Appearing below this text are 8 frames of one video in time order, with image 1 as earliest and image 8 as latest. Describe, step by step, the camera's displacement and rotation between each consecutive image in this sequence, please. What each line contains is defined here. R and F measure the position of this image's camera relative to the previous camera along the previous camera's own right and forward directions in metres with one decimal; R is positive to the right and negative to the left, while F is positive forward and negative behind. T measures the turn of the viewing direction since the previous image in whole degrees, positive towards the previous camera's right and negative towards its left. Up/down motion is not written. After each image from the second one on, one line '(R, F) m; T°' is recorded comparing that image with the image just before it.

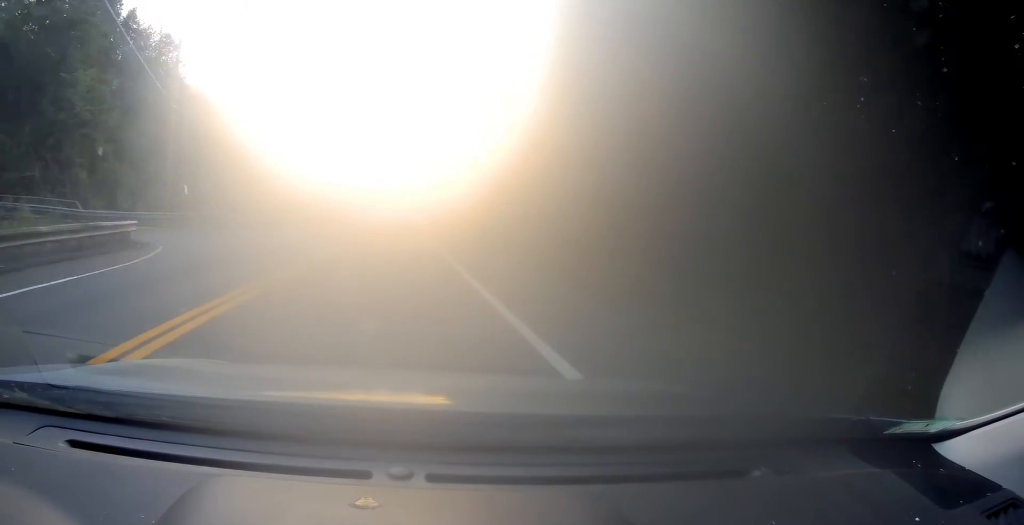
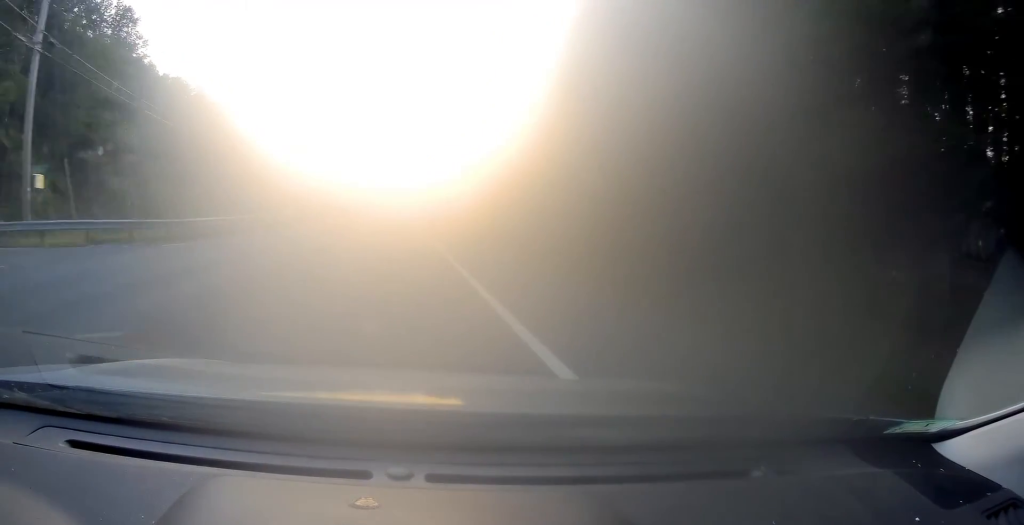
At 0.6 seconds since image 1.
(-0.1, +15.5) m; 0°
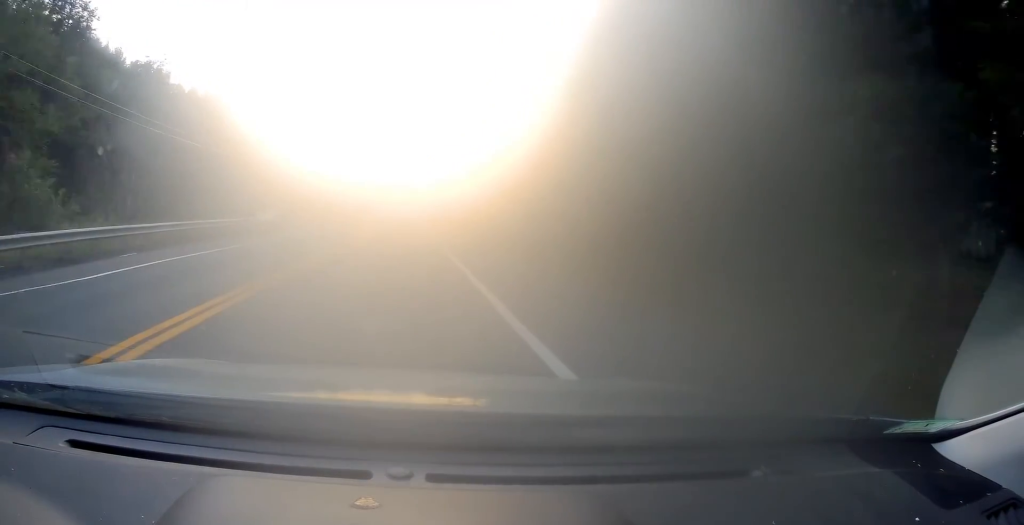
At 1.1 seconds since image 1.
(0.0, +15.5) m; 0°
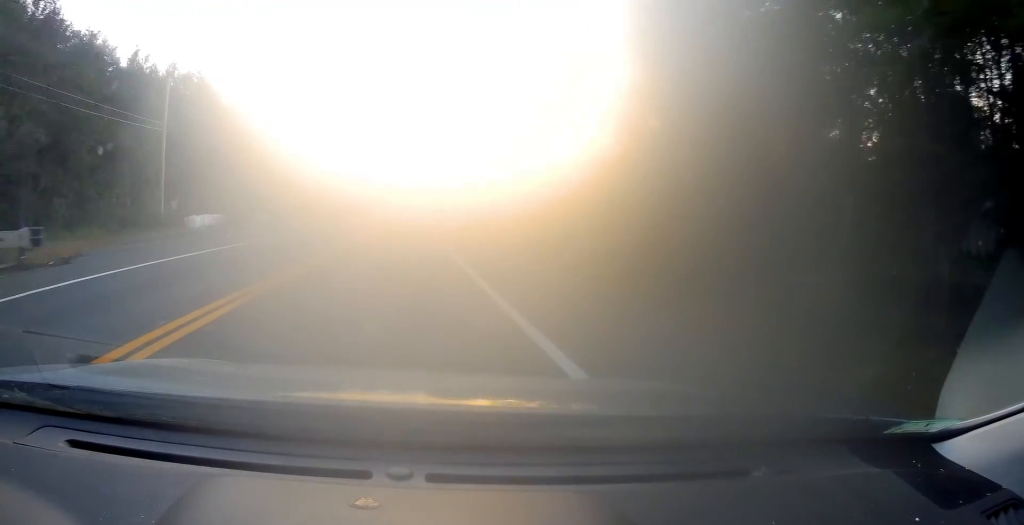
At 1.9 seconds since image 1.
(0.0, +21.8) m; -1°
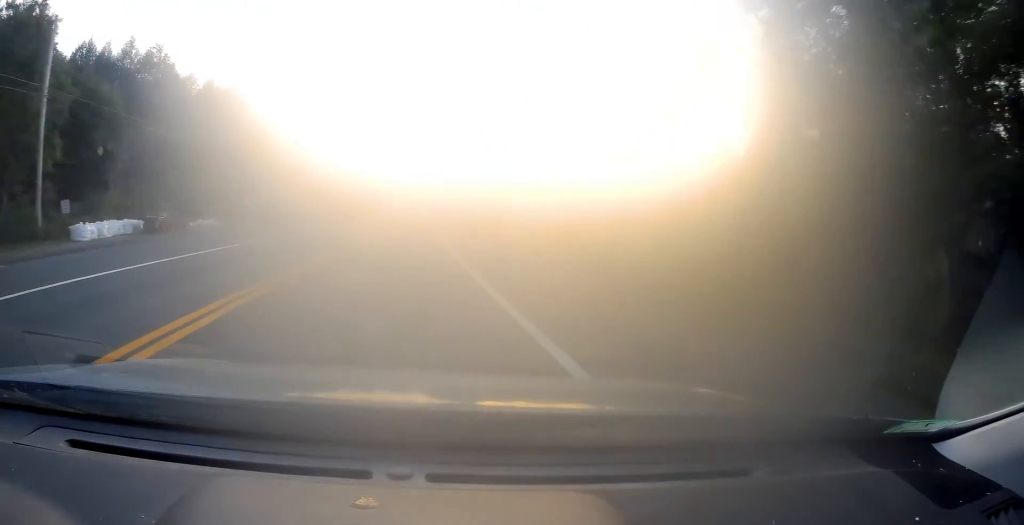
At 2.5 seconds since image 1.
(0.0, +16.3) m; 0°
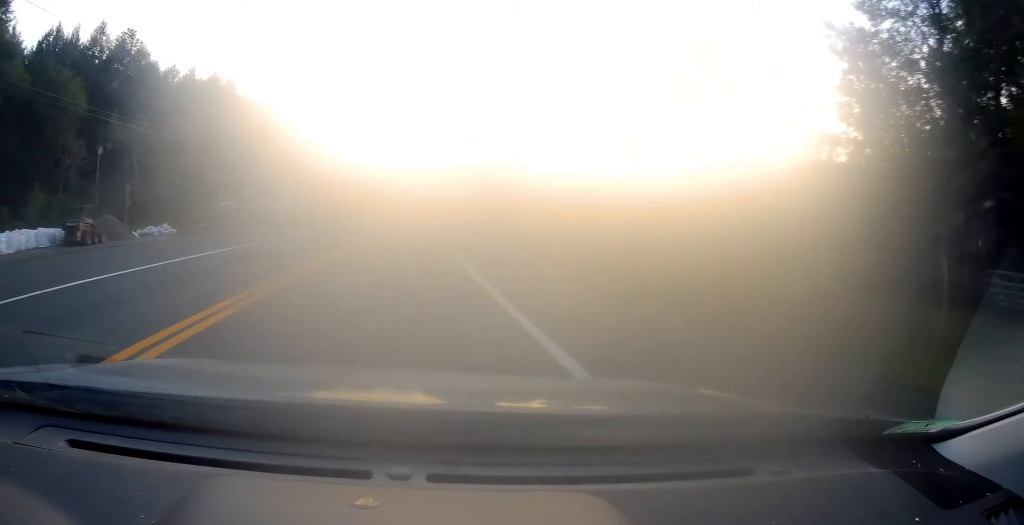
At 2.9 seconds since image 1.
(-0.2, +10.8) m; 0°
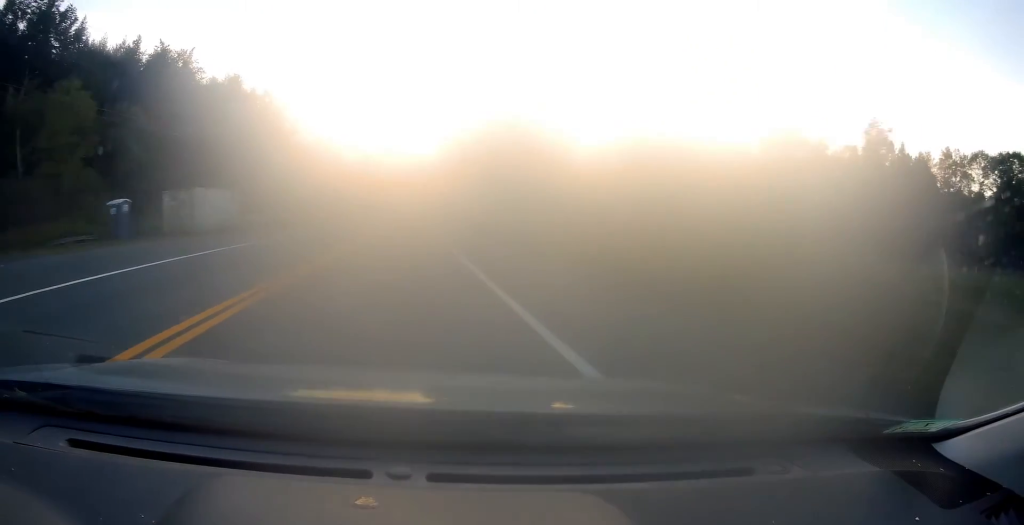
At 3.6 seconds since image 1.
(-0.1, +18.9) m; +1°
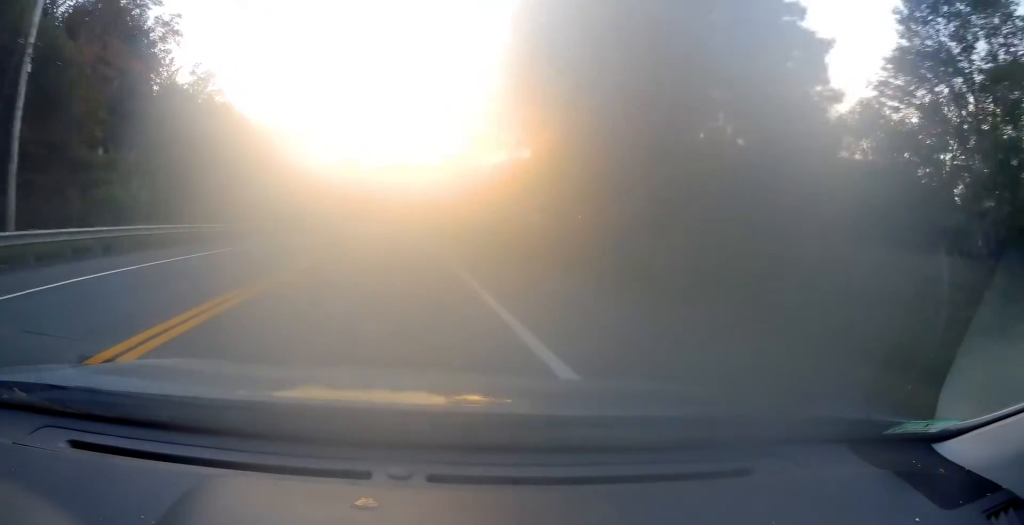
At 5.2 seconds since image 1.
(+1.3, +41.3) m; +1°
